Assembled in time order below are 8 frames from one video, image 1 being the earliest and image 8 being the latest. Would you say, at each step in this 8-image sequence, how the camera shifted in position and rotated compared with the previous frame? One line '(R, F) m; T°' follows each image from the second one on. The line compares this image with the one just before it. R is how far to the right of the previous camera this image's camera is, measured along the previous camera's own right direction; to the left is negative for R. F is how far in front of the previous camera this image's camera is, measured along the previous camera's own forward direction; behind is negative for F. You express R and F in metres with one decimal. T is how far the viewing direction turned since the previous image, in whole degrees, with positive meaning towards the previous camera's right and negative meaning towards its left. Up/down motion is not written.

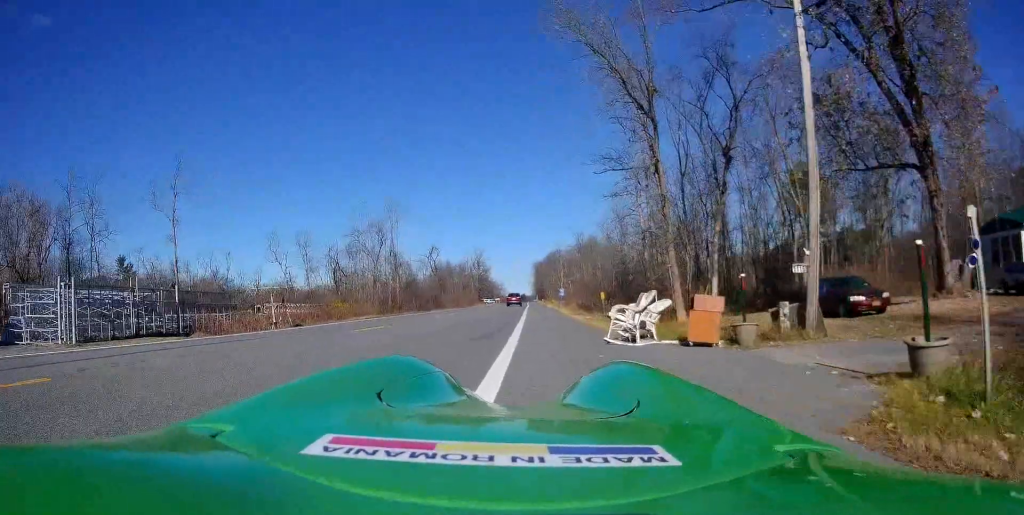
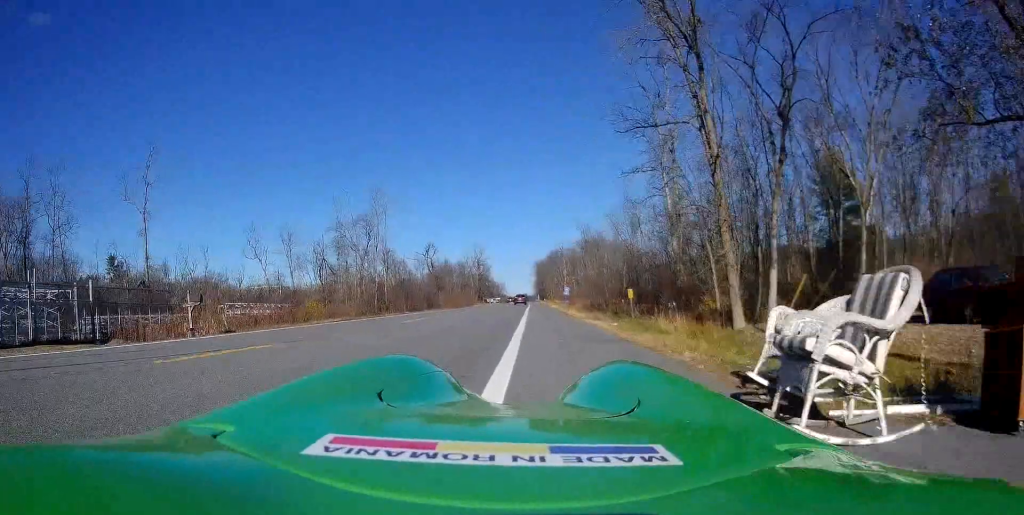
(-0.4, +7.1) m; -2°
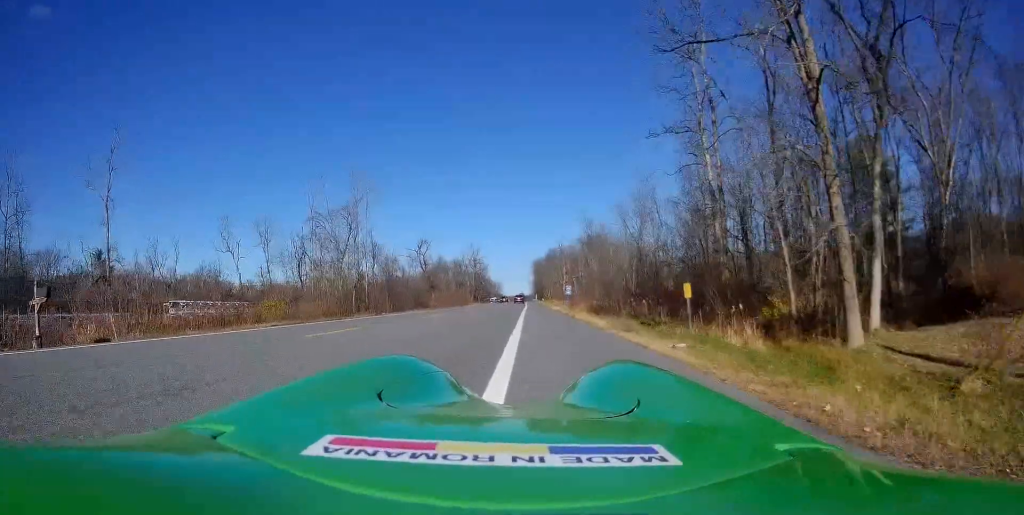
(+0.1, +7.5) m; +3°
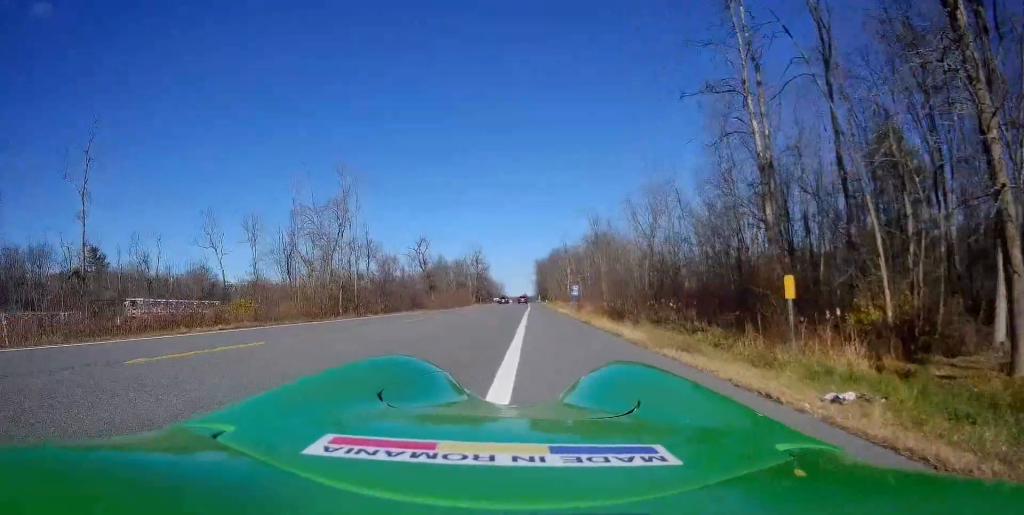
(+0.3, +5.0) m; 0°
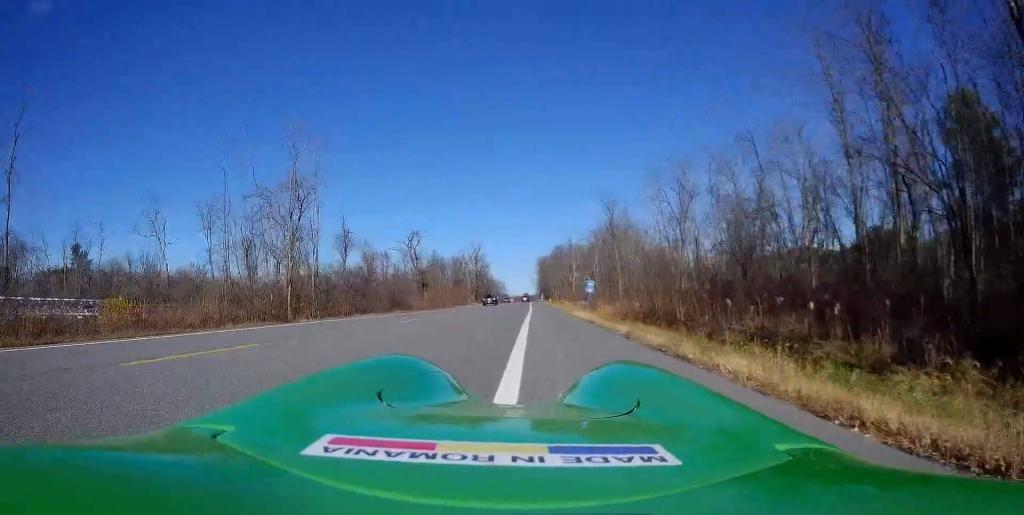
(-0.5, +12.3) m; -2°
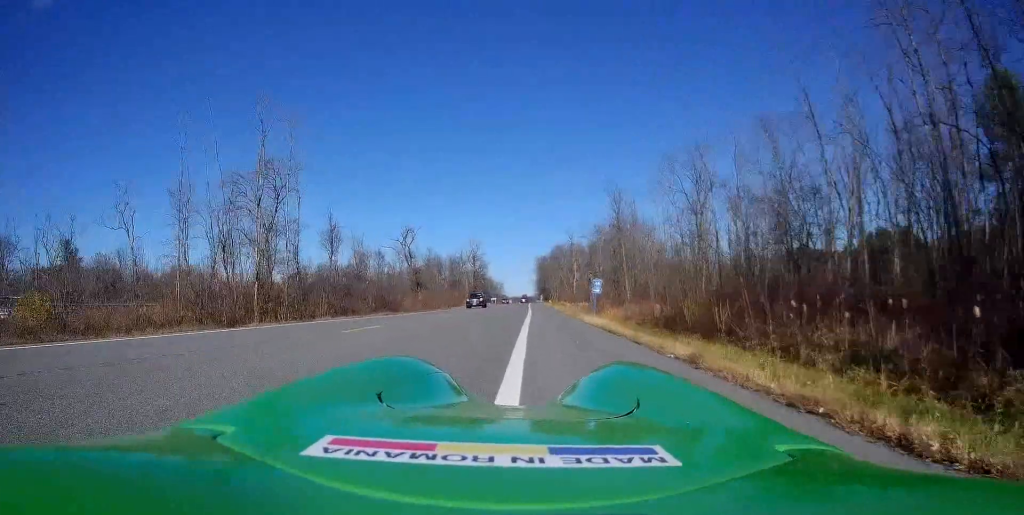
(-0.1, +5.2) m; +2°
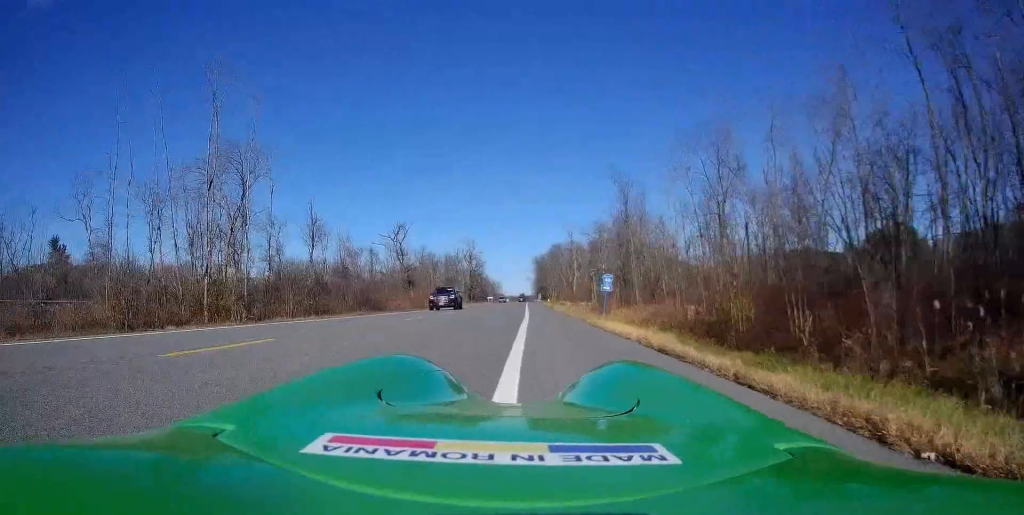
(+0.3, +5.8) m; +3°
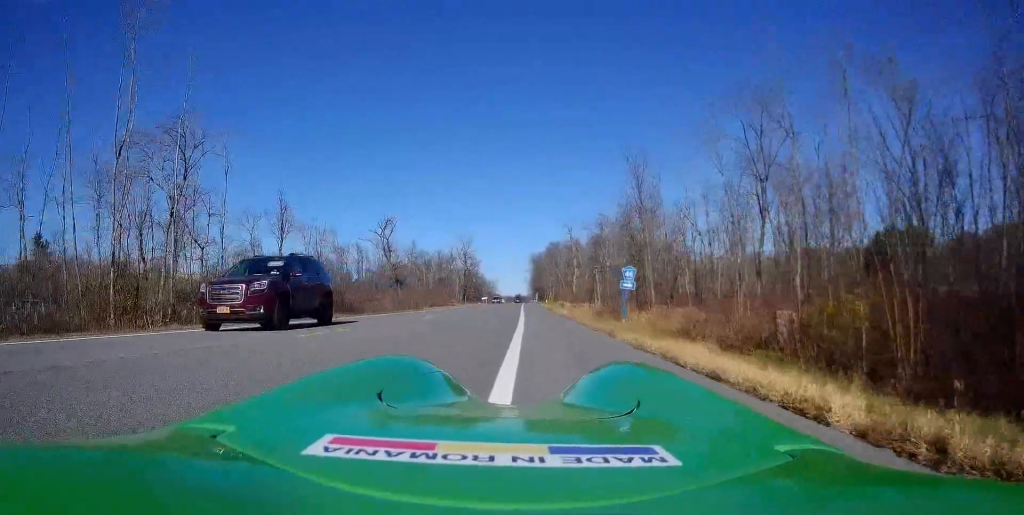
(0.0, +7.9) m; 0°
